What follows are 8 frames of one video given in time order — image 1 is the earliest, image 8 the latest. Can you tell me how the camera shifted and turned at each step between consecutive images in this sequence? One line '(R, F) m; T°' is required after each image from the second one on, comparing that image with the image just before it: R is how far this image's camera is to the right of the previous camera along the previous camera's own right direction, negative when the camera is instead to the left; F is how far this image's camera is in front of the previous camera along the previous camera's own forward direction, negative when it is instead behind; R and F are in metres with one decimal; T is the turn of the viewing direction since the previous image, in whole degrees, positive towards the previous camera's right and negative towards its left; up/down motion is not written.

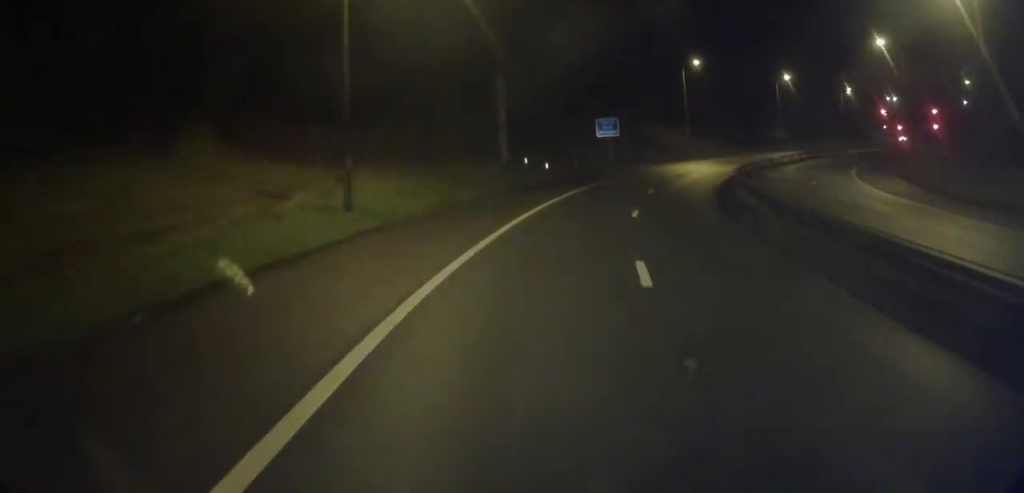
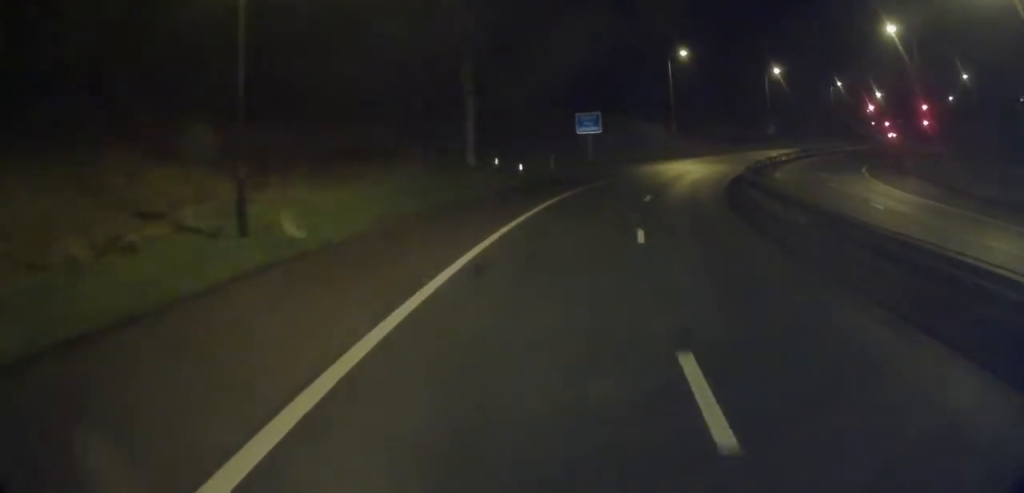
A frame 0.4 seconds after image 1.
(0.0, +5.6) m; +2°
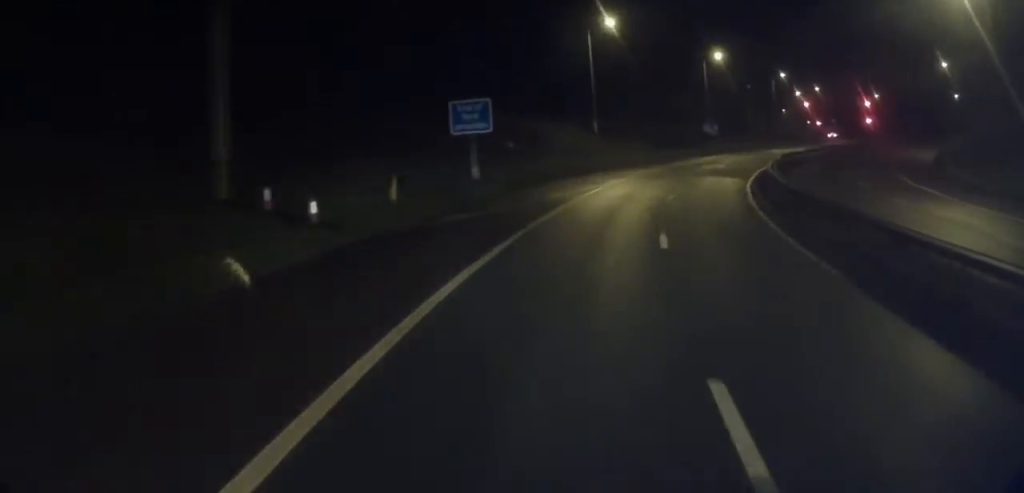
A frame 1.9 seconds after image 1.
(+1.5, +20.0) m; +9°
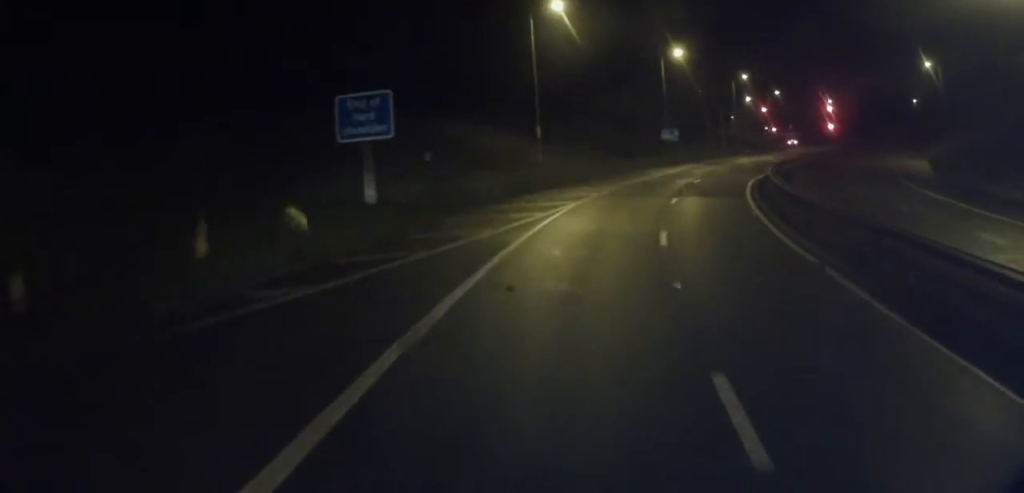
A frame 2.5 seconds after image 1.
(+0.2, +8.8) m; +4°
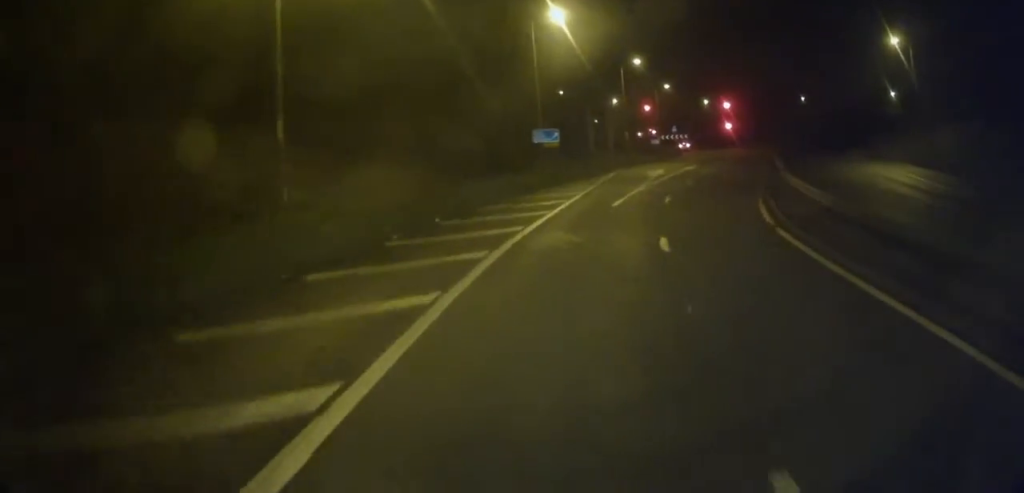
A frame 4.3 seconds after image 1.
(+2.6, +21.3) m; +16°
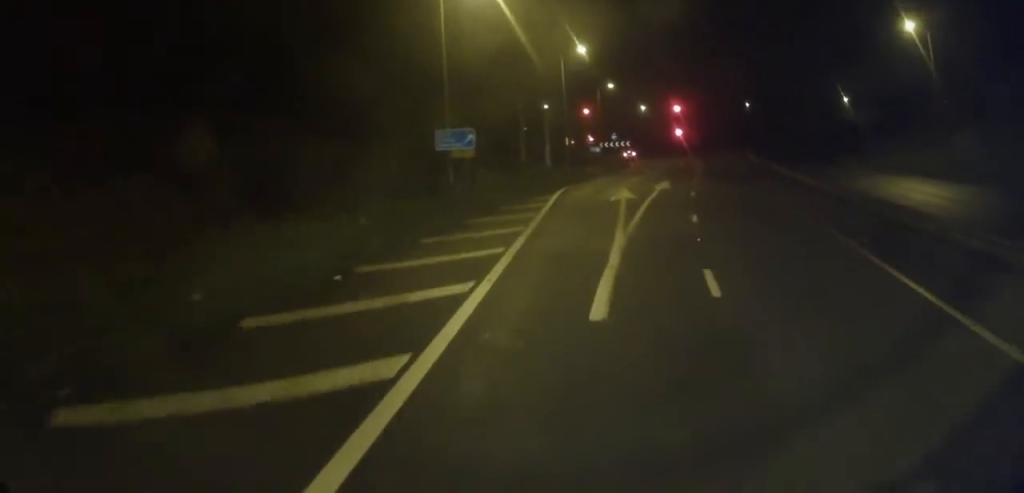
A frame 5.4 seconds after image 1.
(+1.0, +13.4) m; +6°
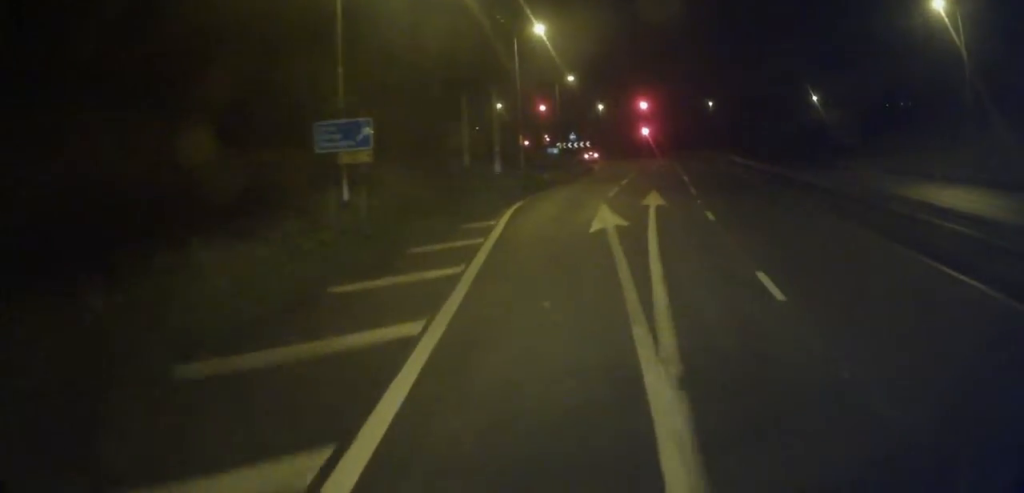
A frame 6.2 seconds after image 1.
(0.0, +9.4) m; +4°
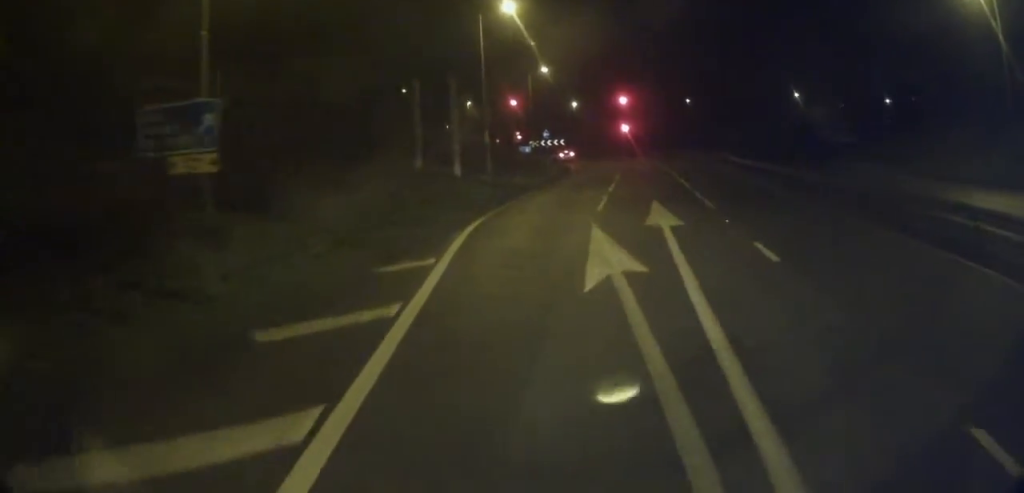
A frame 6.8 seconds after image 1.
(+0.4, +6.6) m; +4°
